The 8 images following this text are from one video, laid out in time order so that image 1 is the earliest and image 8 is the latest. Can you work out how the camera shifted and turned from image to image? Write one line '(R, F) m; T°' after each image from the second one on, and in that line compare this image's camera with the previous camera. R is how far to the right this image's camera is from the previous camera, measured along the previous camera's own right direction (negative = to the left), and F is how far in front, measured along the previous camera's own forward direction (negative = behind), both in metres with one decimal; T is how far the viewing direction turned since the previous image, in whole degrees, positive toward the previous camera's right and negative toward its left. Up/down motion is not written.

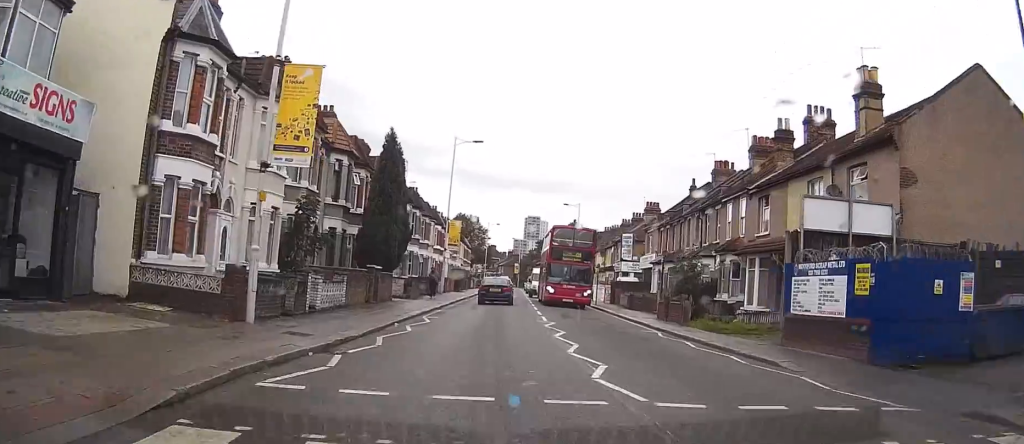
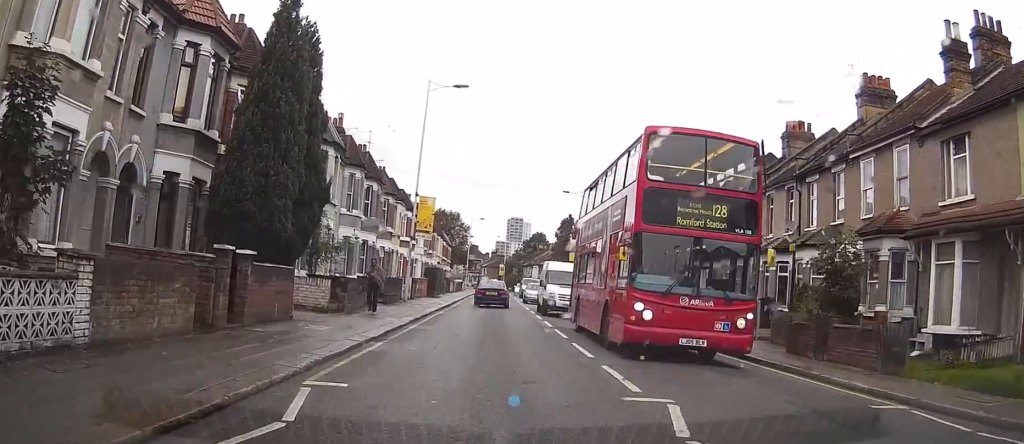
(+0.2, +16.0) m; +3°
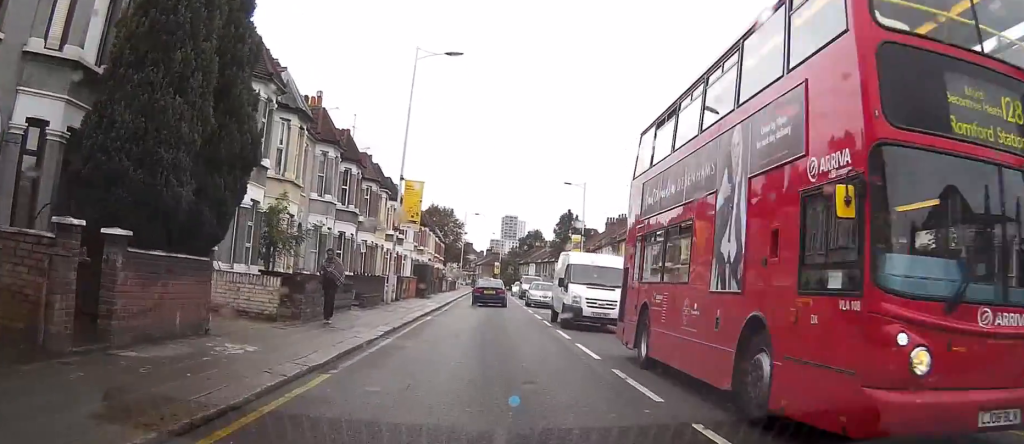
(+0.1, +5.3) m; +1°
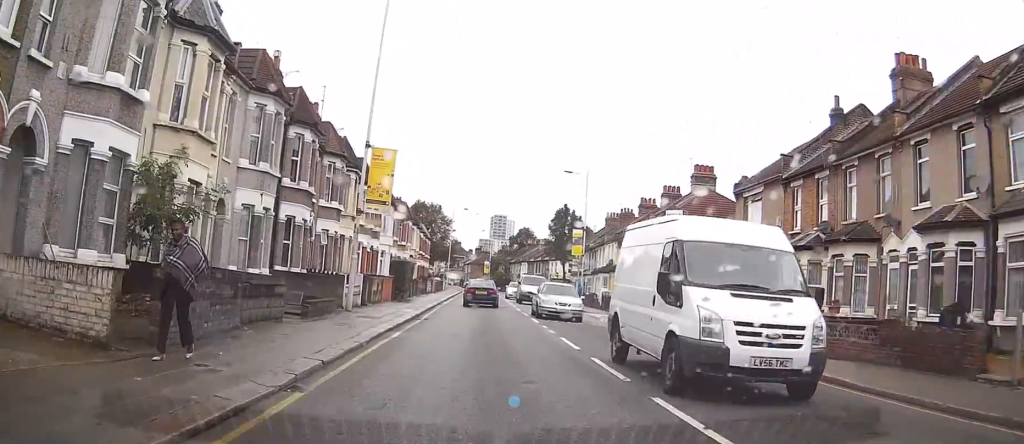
(+0.1, +7.5) m; 0°
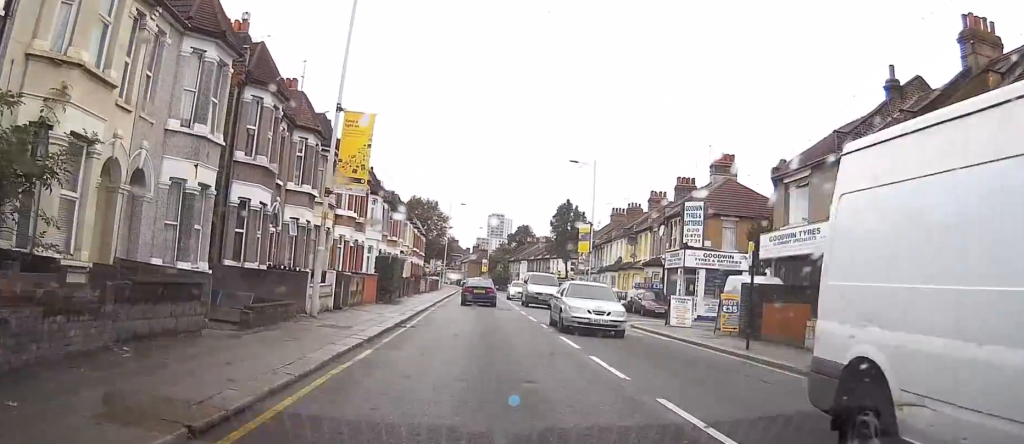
(0.0, +4.9) m; 0°
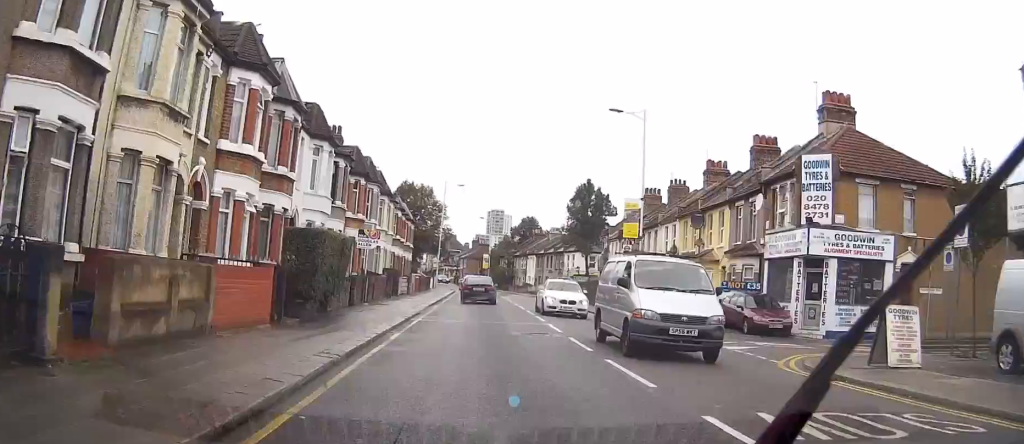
(0.0, +16.0) m; 0°
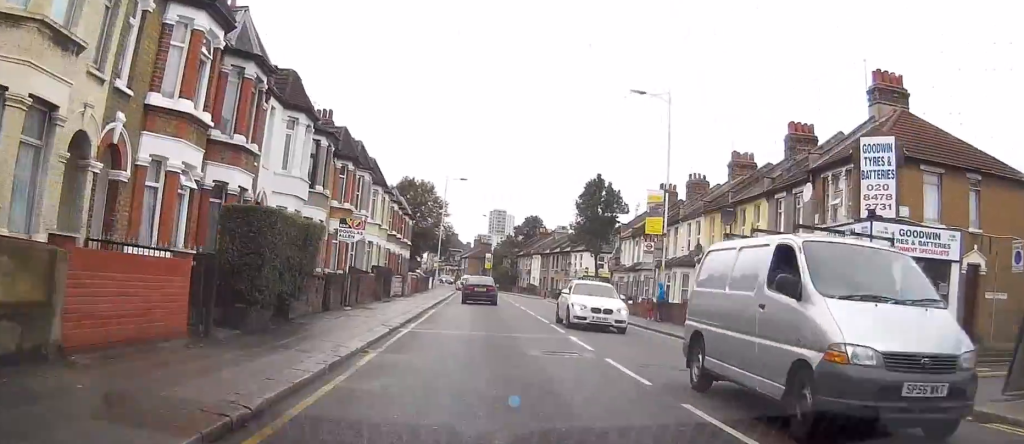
(0.0, +4.6) m; 0°
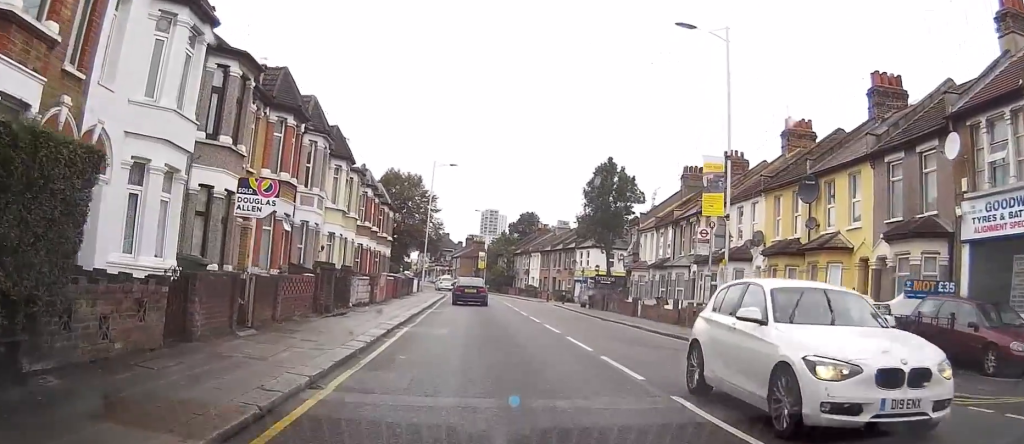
(0.0, +9.9) m; +2°
